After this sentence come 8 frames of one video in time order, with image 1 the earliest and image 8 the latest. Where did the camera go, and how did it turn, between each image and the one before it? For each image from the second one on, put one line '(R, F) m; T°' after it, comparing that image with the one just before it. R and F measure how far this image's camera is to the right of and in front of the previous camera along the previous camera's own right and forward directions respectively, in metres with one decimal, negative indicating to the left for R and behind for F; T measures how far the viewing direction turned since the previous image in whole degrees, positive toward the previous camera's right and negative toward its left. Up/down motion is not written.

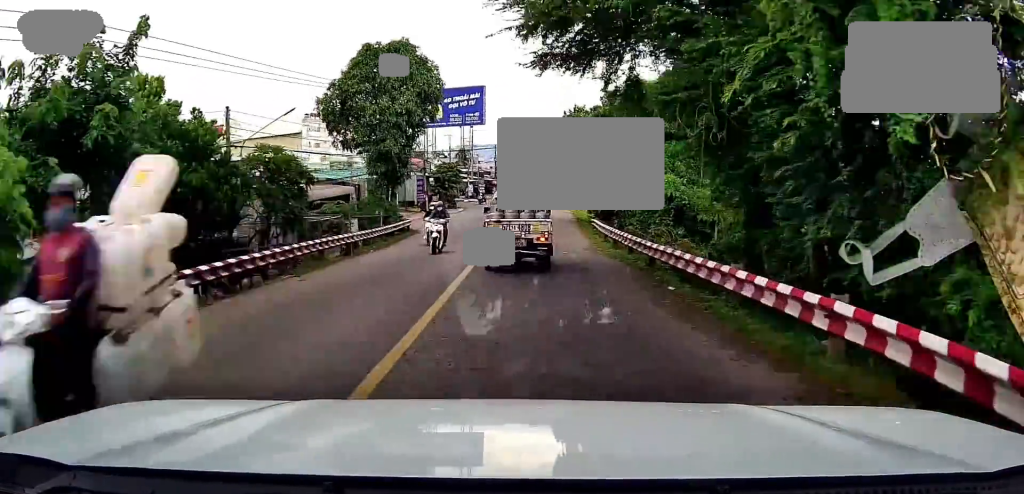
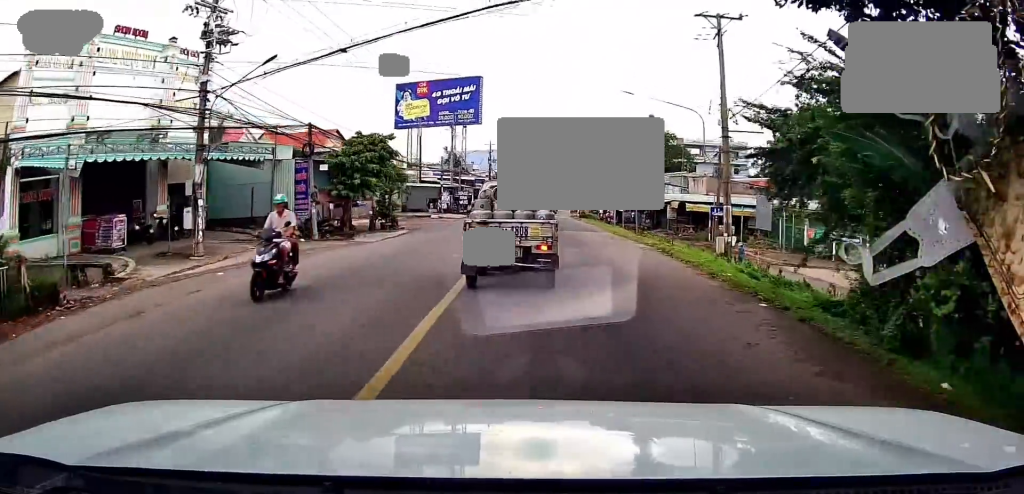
(0.0, +33.5) m; 0°
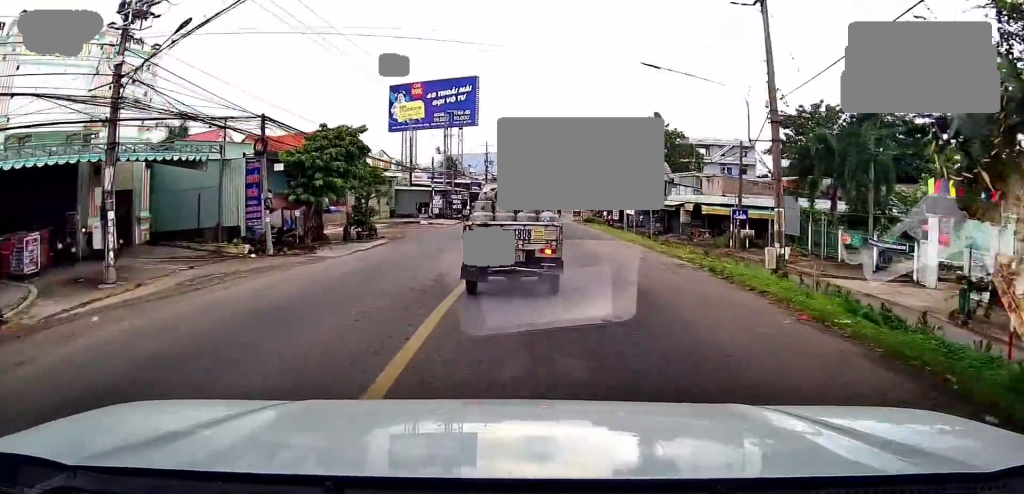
(0.0, +6.0) m; 0°
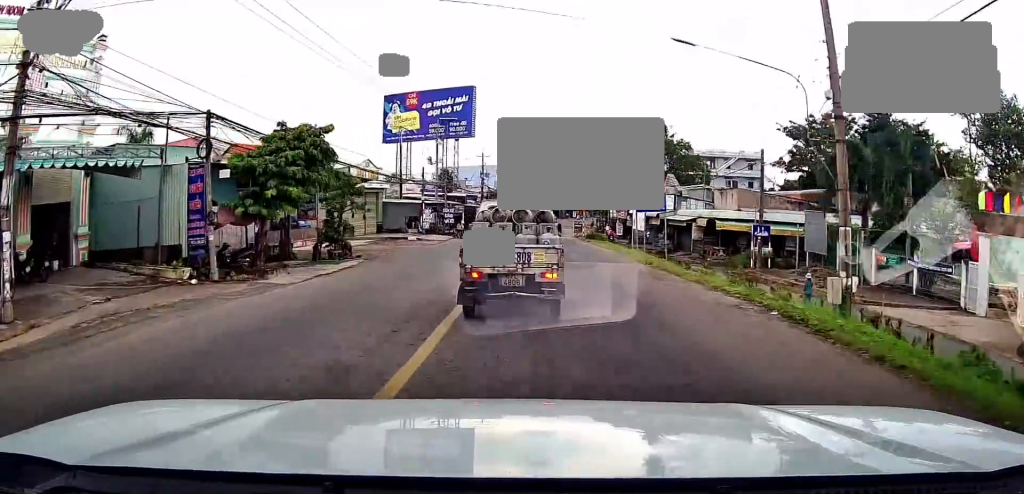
(0.0, +5.3) m; 0°
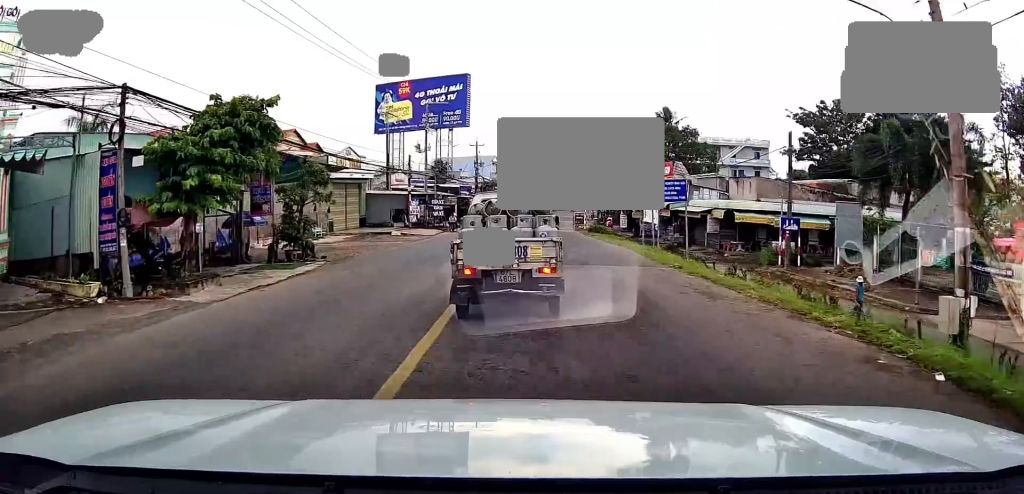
(0.0, +5.5) m; 0°
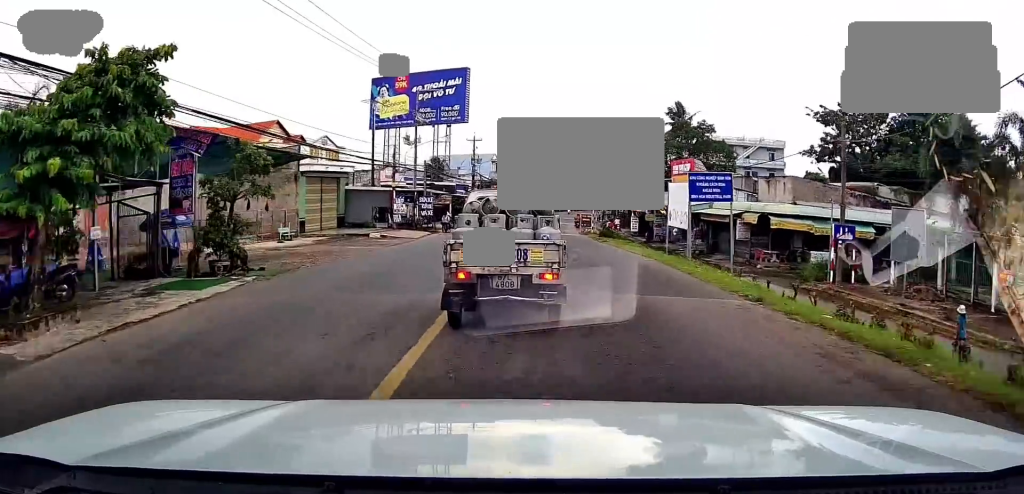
(0.0, +7.6) m; 0°
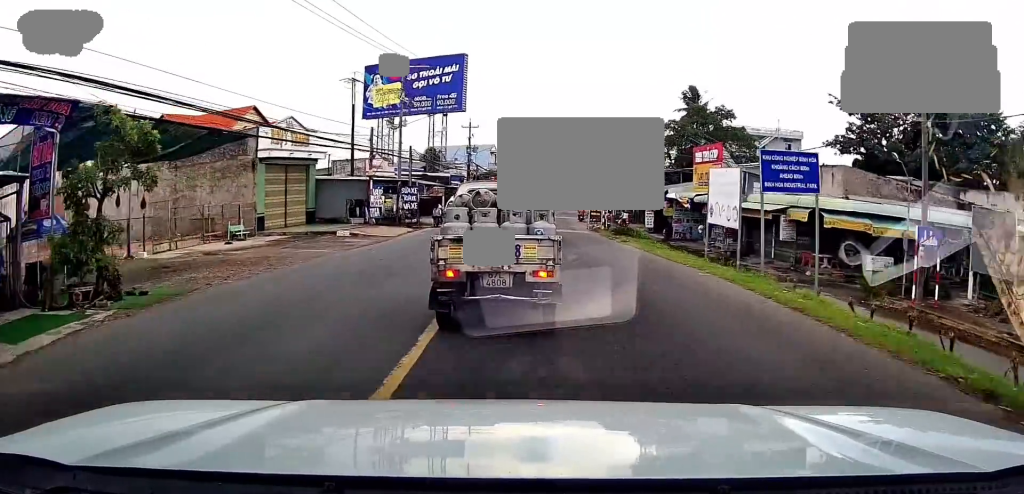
(0.0, +7.2) m; 0°
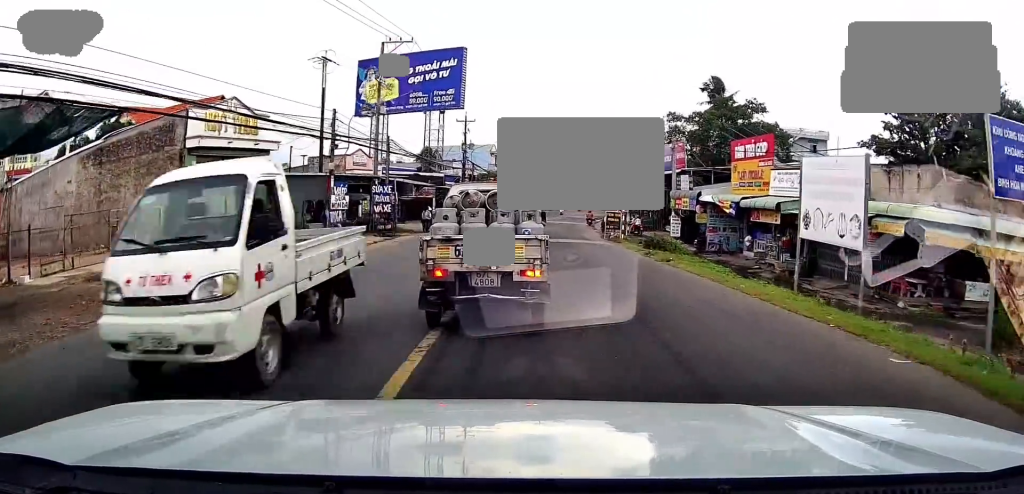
(+0.1, +9.4) m; +1°
